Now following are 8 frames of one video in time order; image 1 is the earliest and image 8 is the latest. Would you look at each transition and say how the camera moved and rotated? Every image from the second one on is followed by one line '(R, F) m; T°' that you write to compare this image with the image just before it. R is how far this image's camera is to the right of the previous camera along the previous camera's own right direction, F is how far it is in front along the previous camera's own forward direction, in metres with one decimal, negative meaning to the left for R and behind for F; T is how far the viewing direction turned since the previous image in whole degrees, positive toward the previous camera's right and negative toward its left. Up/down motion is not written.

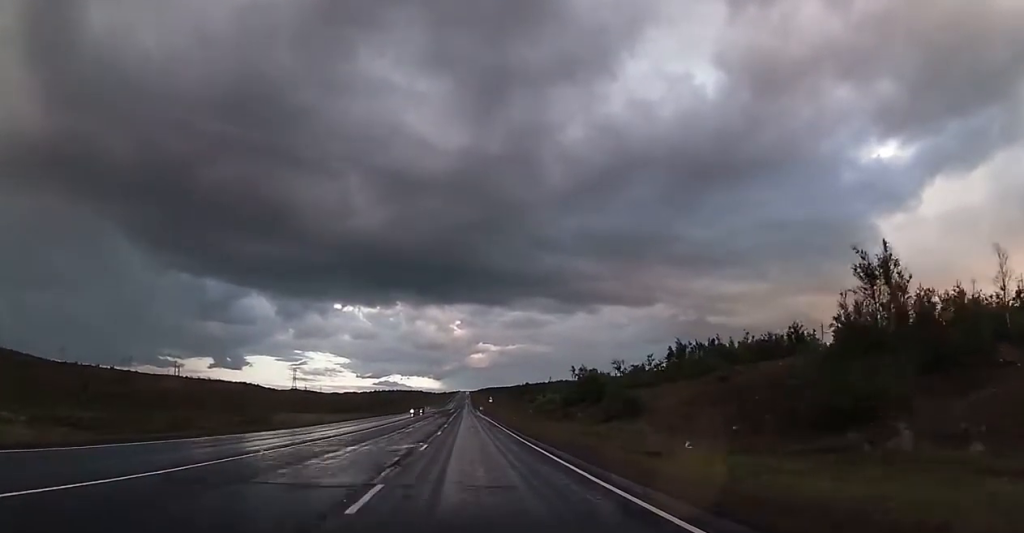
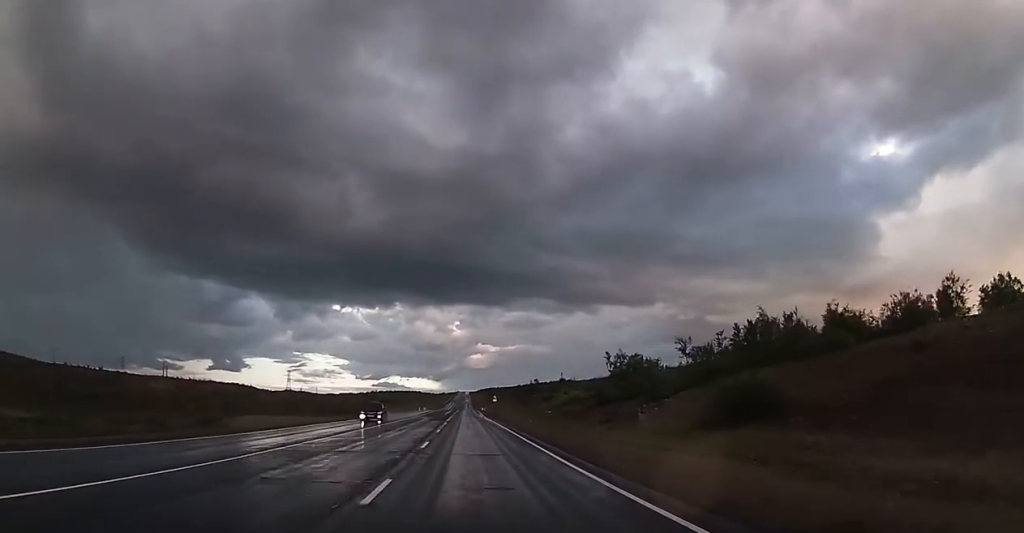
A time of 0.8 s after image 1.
(0.0, +22.8) m; 0°
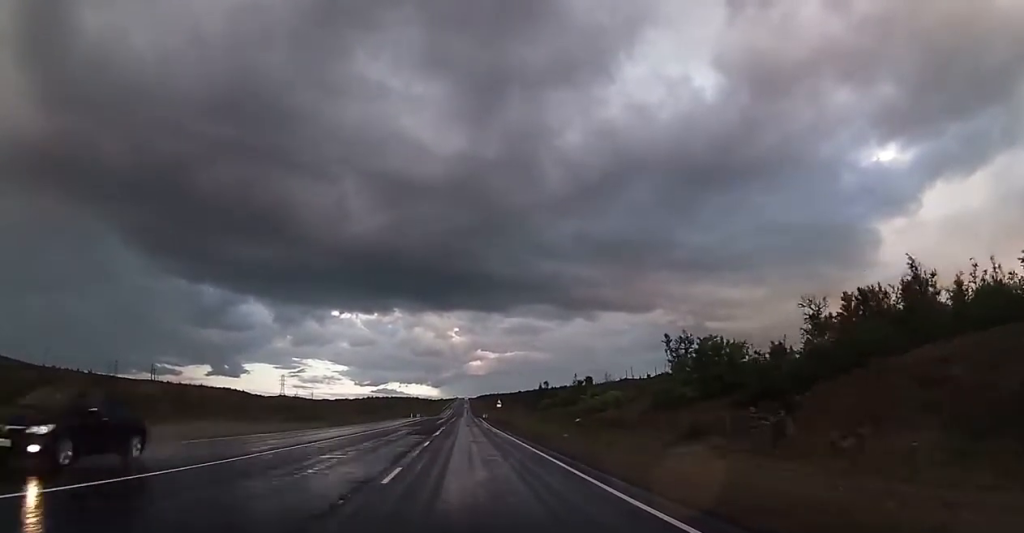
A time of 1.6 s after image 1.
(0.0, +21.0) m; 0°
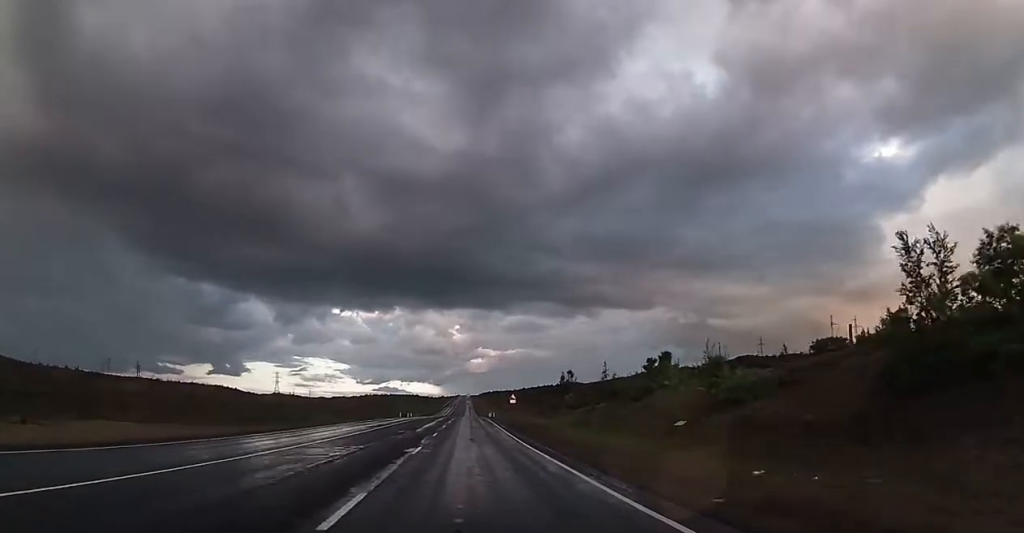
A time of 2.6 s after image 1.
(+0.1, +28.3) m; 0°
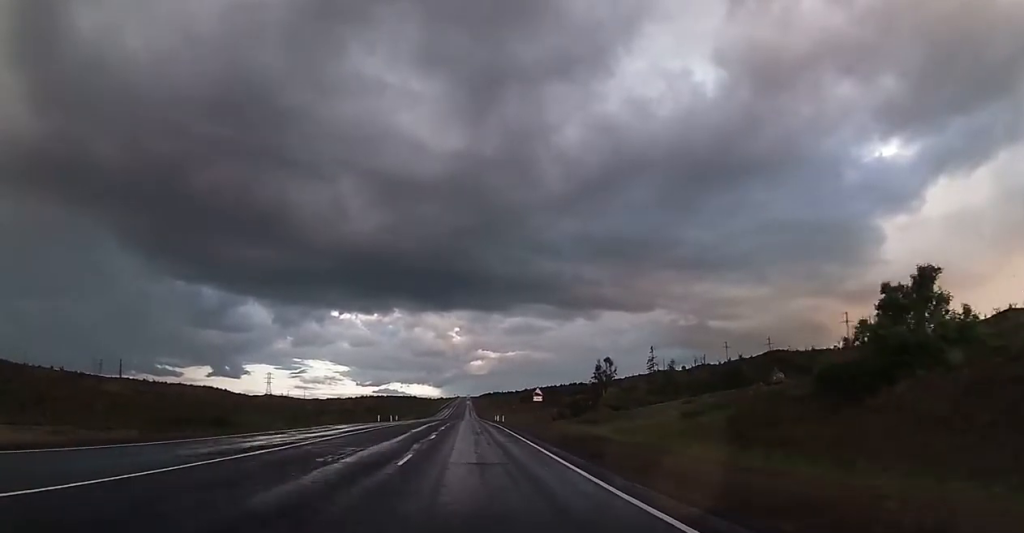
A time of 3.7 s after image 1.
(-0.1, +28.3) m; 0°
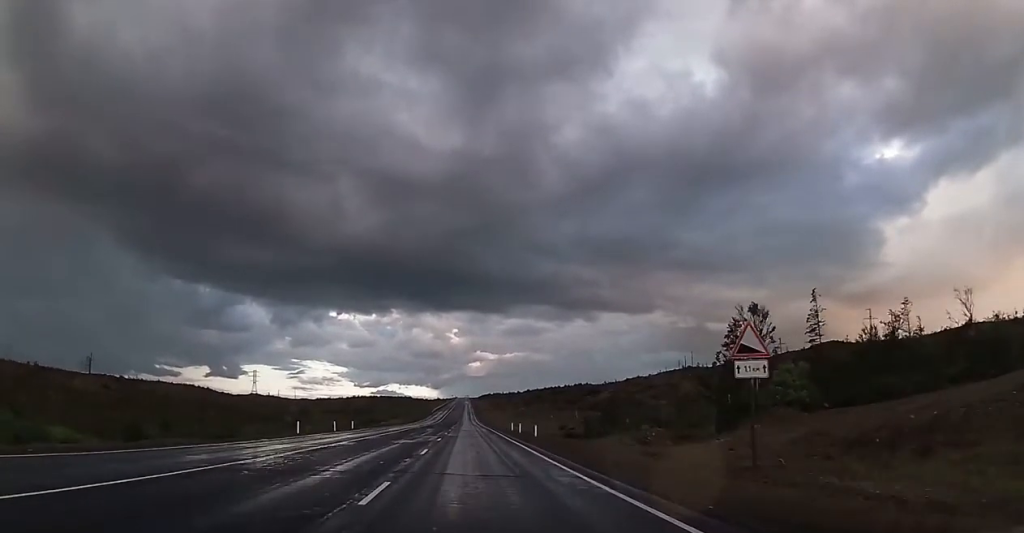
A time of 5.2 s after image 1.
(+0.2, +40.9) m; 0°
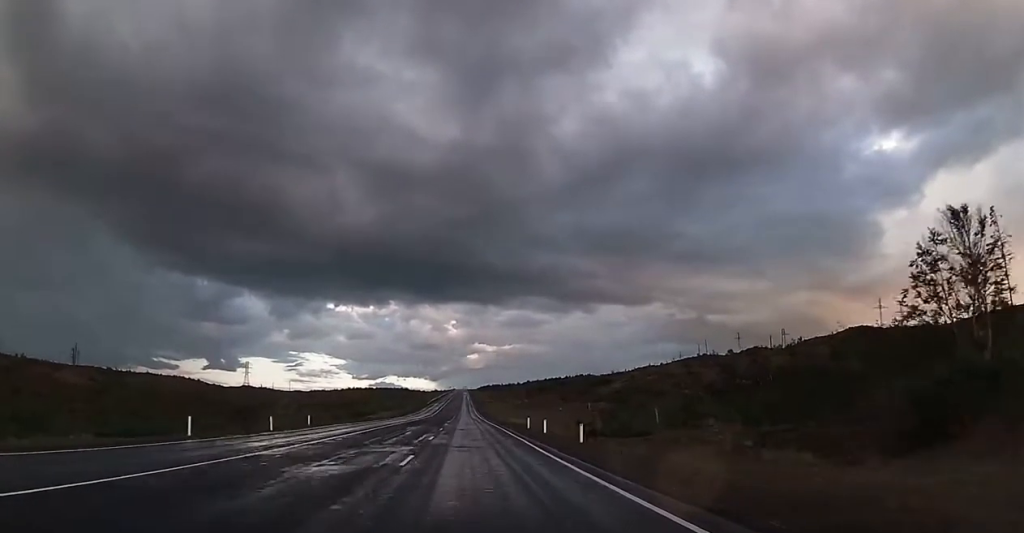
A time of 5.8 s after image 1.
(-0.1, +18.2) m; 0°
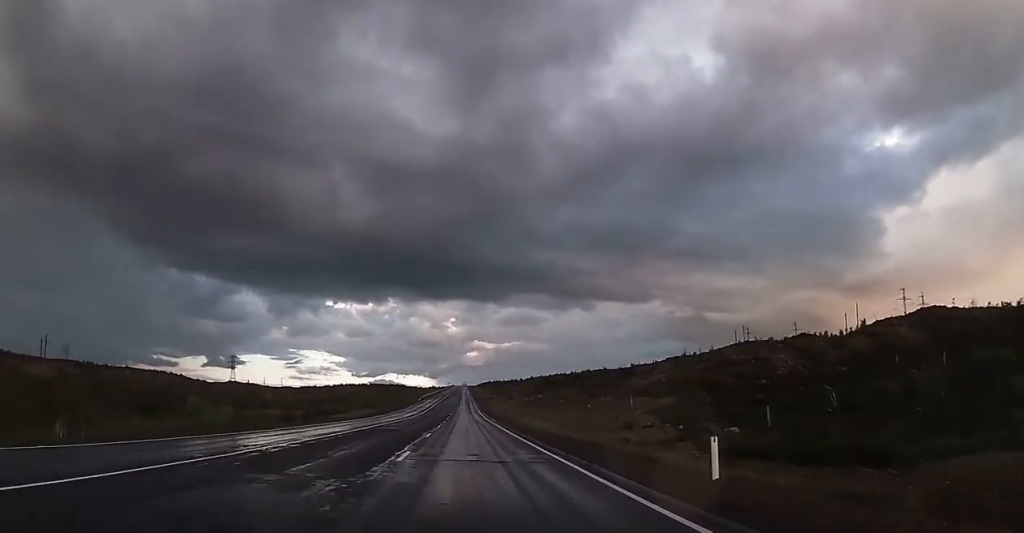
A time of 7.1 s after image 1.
(+0.1, +35.4) m; 0°
